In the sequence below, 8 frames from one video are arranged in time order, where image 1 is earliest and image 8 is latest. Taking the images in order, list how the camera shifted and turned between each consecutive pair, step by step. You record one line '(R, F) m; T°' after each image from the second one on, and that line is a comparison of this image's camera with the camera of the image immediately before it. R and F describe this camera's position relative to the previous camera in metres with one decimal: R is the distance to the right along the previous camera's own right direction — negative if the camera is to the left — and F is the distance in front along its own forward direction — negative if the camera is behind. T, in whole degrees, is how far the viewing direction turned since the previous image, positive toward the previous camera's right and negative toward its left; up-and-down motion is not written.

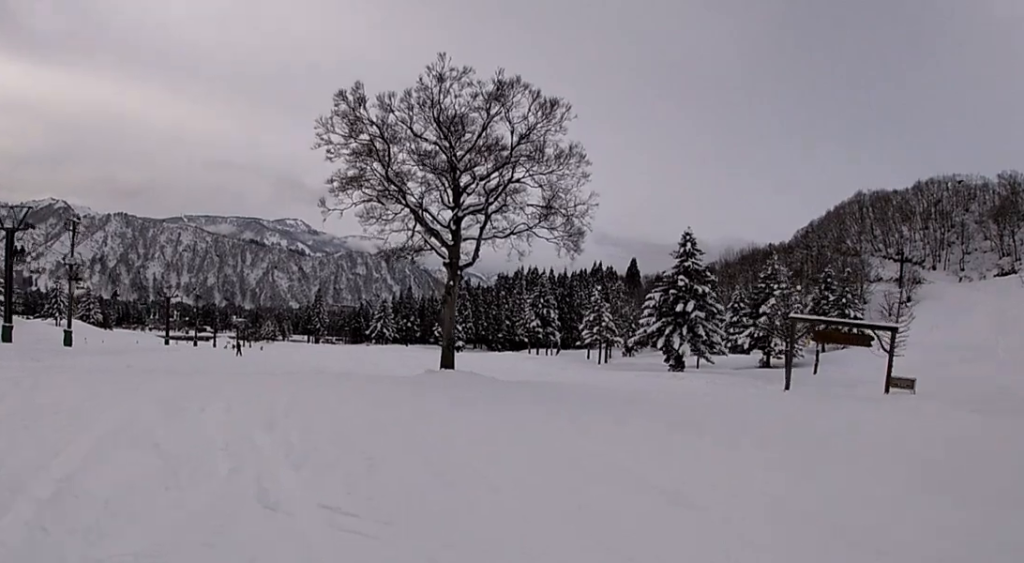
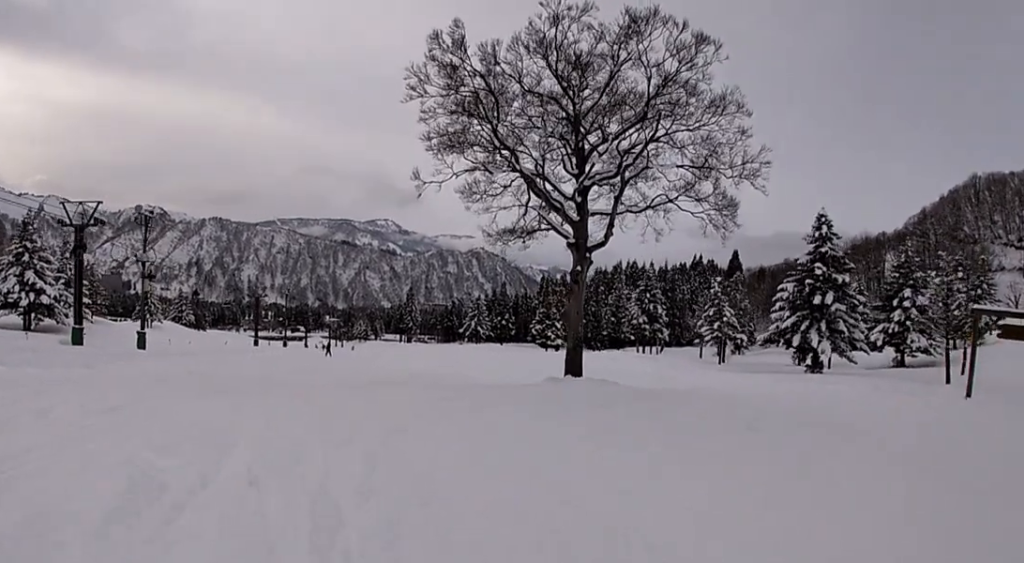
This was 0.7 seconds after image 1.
(-0.9, +5.2) m; -2°
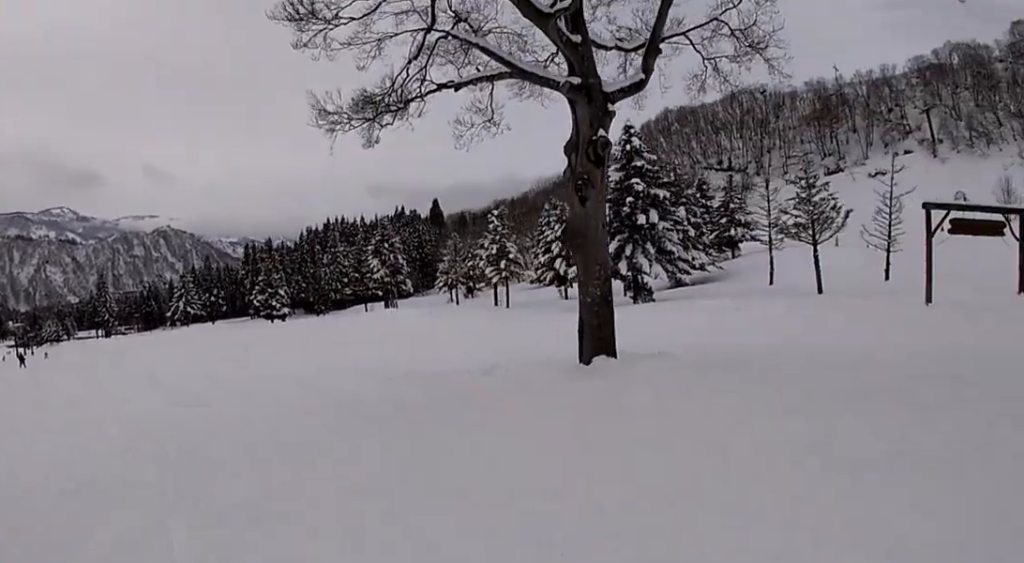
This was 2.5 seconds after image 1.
(+1.3, +14.2) m; +13°
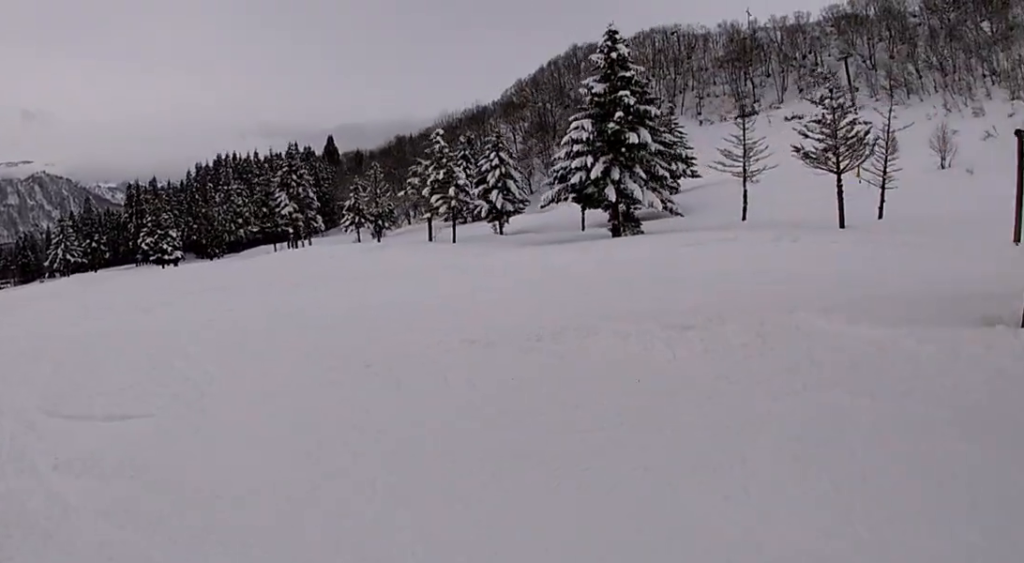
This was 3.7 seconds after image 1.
(+0.6, +8.9) m; +12°
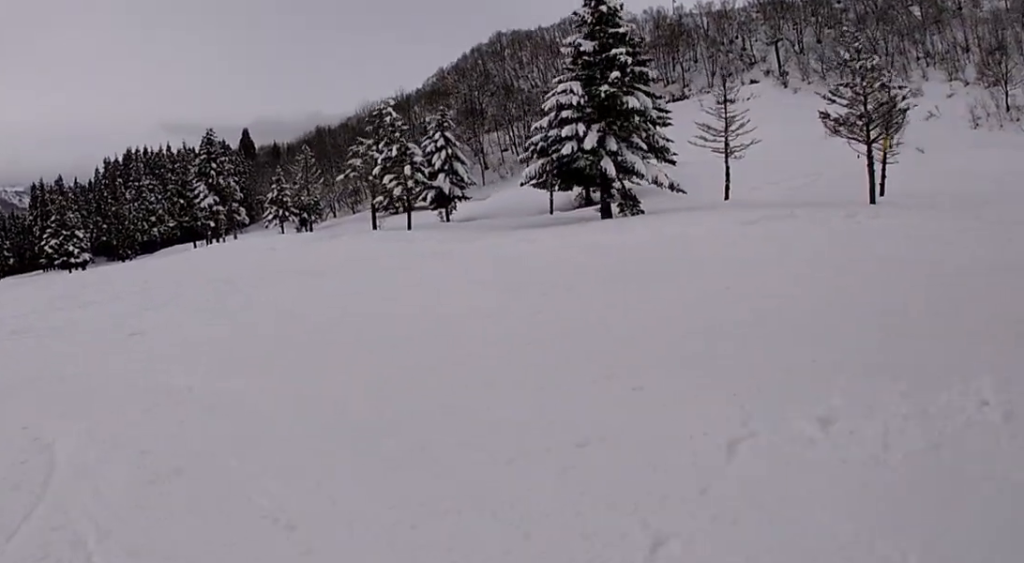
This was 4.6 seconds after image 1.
(+0.8, +6.8) m; +9°
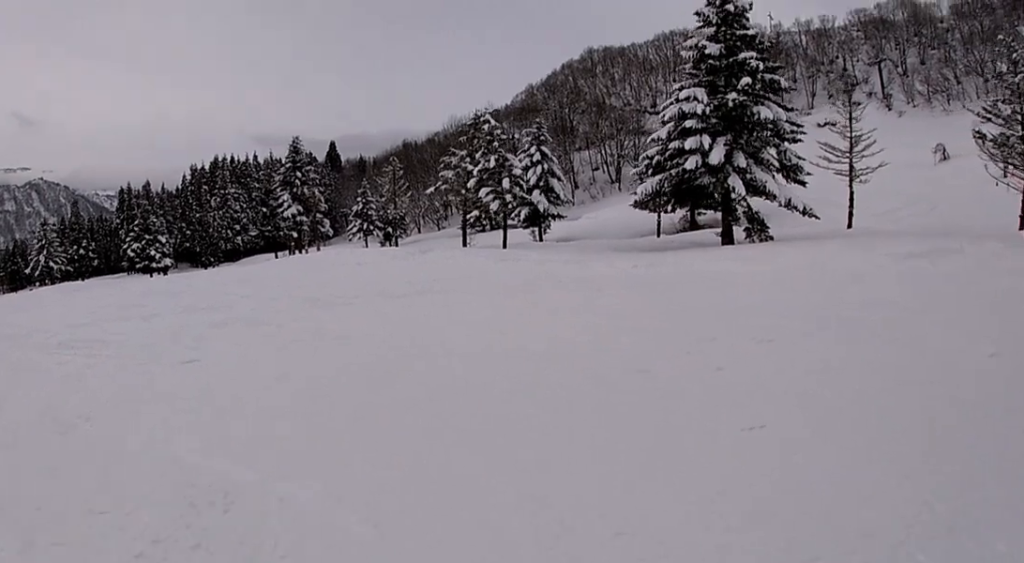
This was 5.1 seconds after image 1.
(+0.3, +3.4) m; +3°
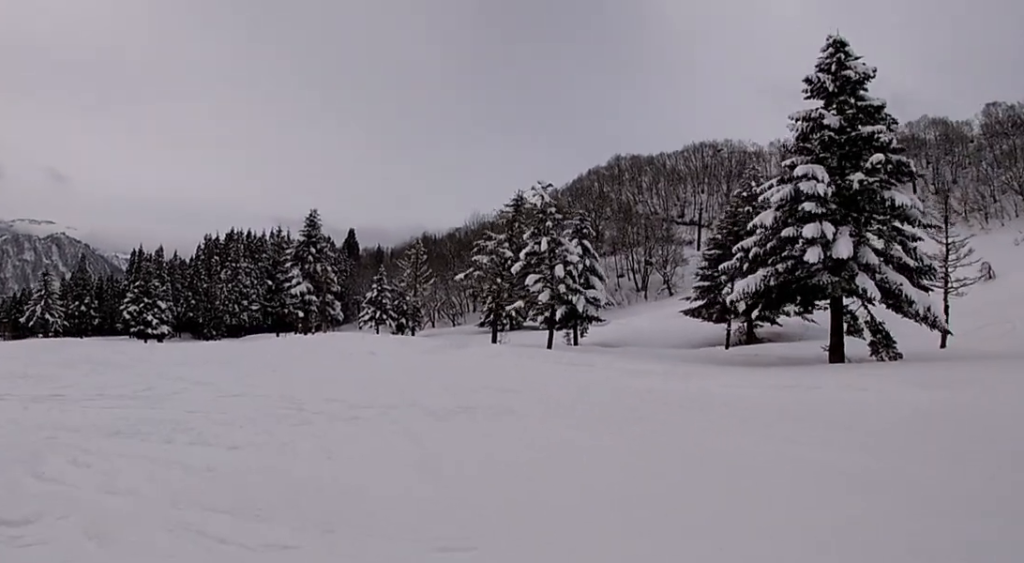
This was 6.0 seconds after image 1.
(-0.2, +7.2) m; -13°
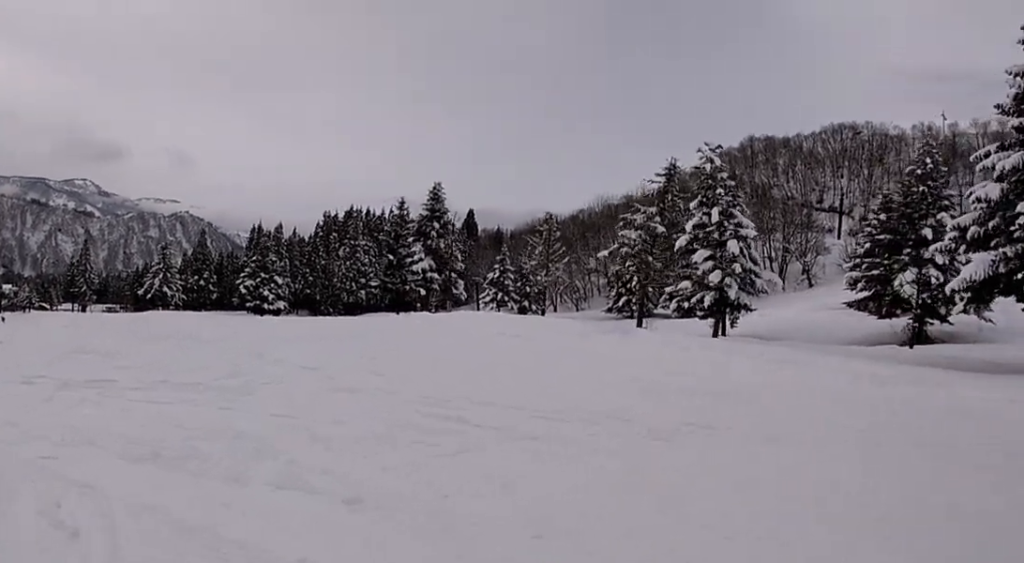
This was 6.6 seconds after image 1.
(-0.8, +3.8) m; -5°
